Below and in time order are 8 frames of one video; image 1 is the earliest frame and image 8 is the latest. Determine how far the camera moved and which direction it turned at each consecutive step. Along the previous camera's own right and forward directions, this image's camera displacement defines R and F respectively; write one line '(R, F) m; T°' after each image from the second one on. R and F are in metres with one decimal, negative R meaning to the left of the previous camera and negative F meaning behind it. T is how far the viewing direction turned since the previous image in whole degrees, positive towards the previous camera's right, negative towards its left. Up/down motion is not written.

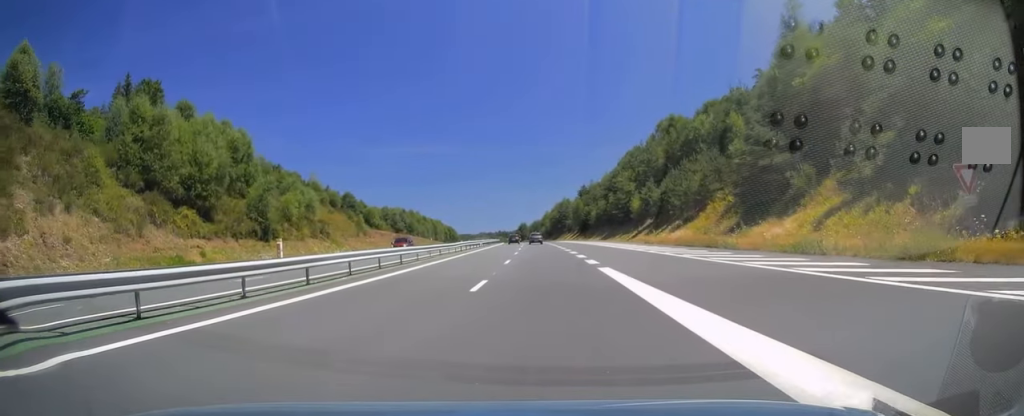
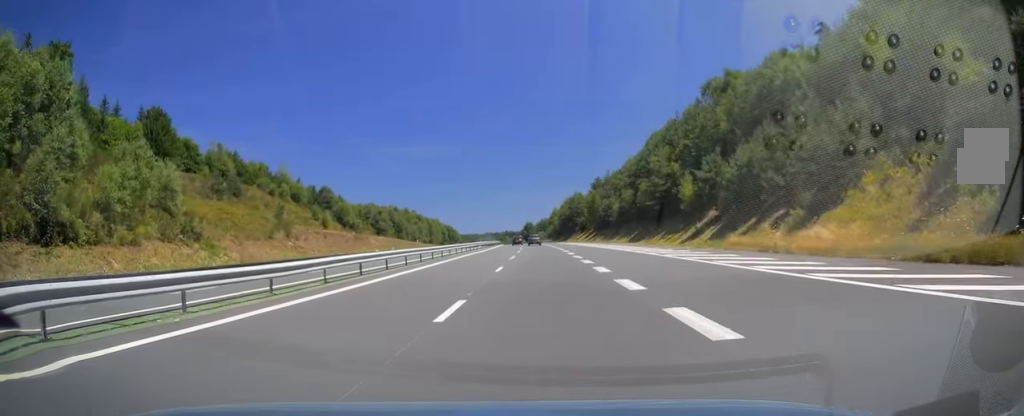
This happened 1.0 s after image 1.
(-0.6, +30.7) m; -2°
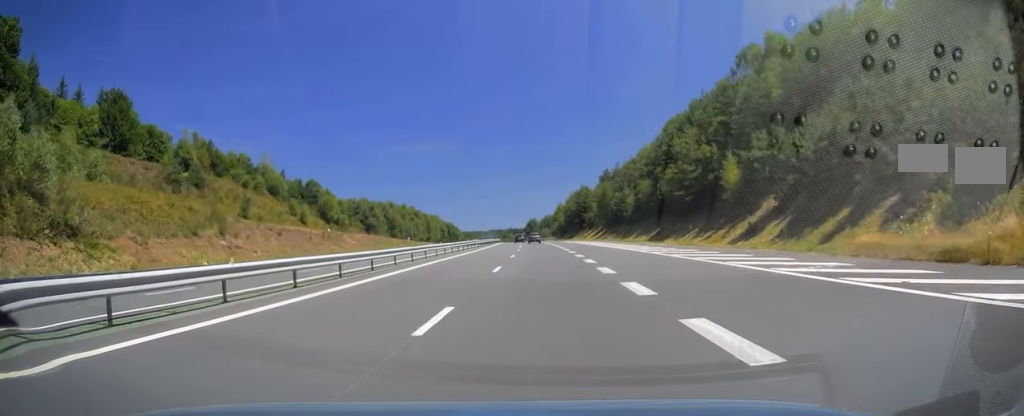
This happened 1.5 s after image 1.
(-0.4, +14.4) m; 0°
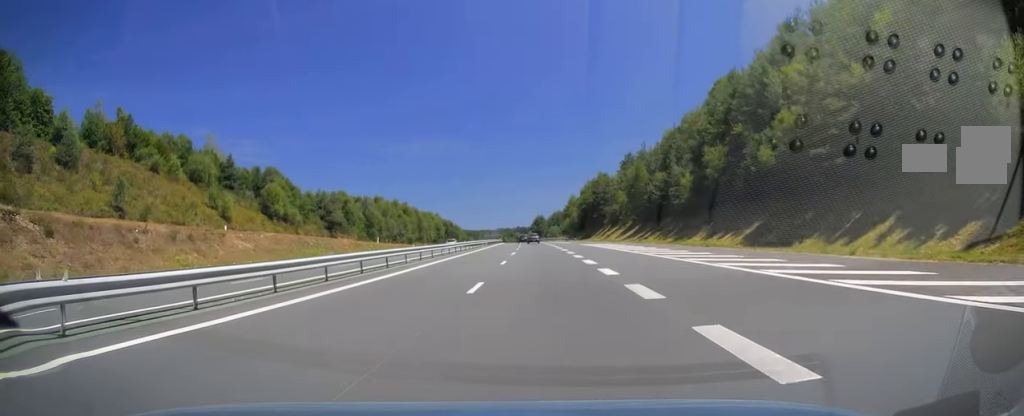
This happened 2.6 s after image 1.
(-0.1, +33.3) m; 0°
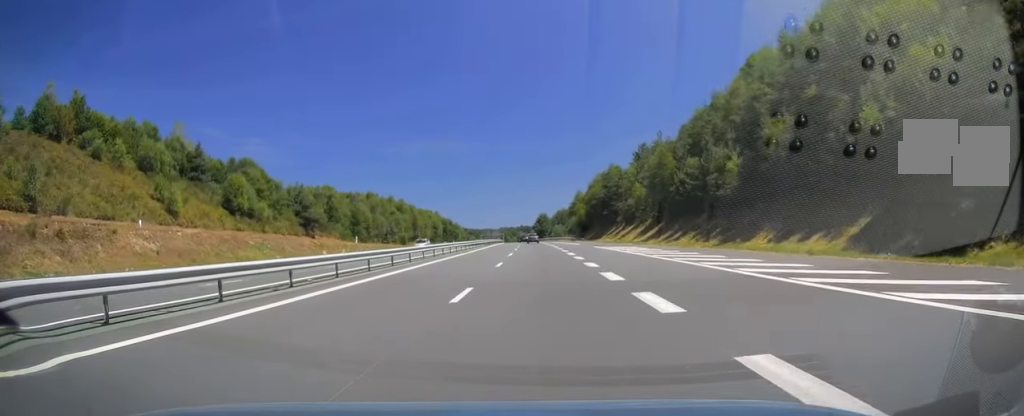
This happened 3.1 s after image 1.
(0.0, +14.9) m; 0°
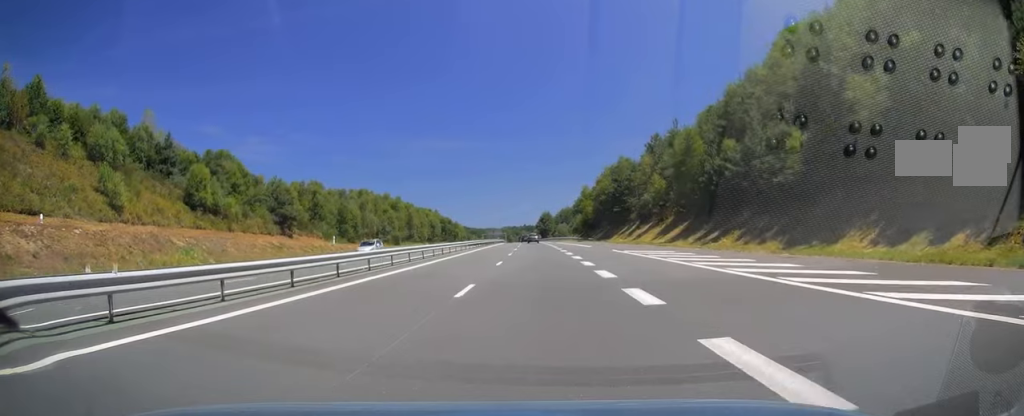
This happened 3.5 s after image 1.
(-0.1, +12.0) m; 0°
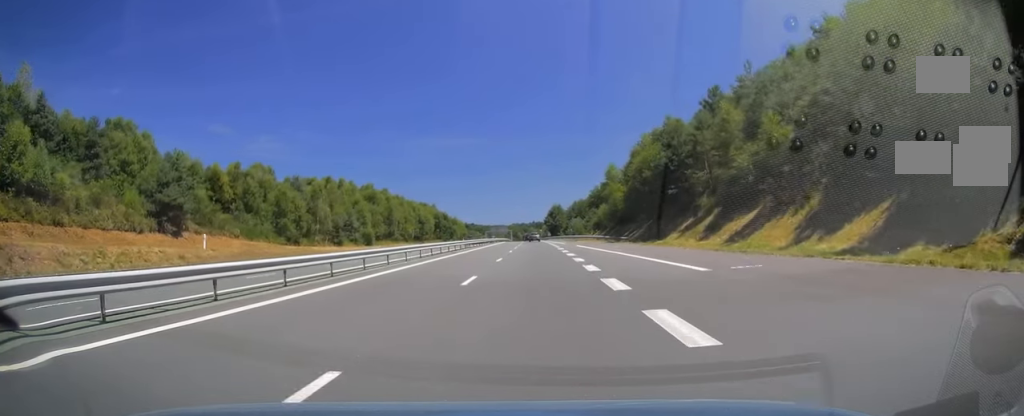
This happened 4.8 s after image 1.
(-0.3, +36.4) m; -1°
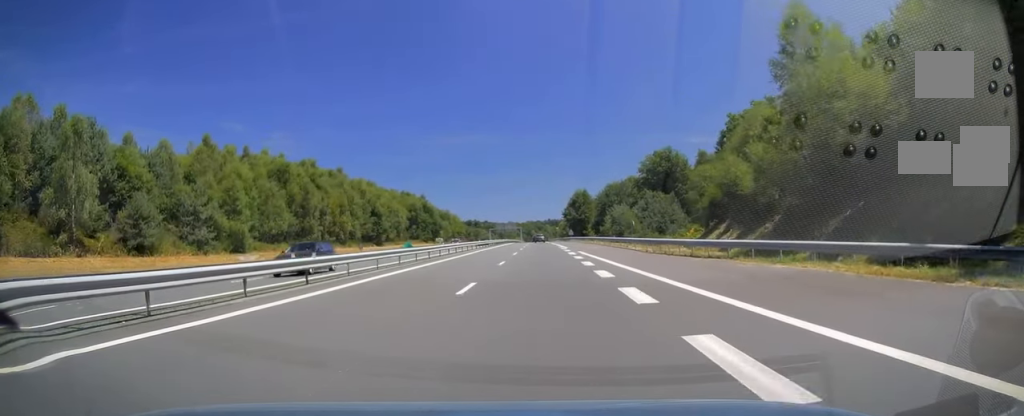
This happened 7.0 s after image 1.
(-1.2, +66.9) m; -1°
